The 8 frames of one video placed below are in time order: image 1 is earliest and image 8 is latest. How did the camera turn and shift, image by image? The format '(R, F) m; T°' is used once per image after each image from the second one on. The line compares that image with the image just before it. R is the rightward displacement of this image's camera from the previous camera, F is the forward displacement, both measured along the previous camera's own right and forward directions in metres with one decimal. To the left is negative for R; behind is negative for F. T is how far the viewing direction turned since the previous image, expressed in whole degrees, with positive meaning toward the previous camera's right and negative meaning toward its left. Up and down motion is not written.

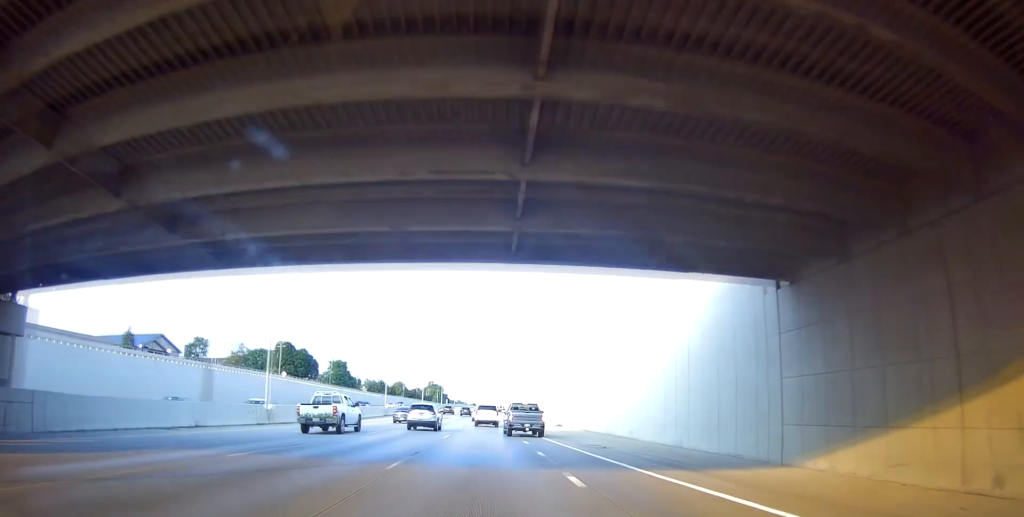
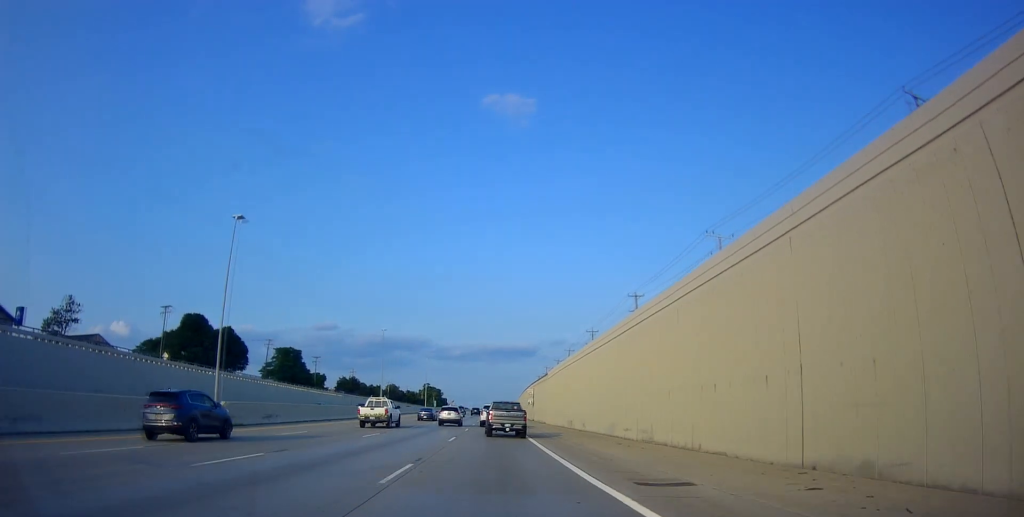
(-0.9, +61.6) m; -1°
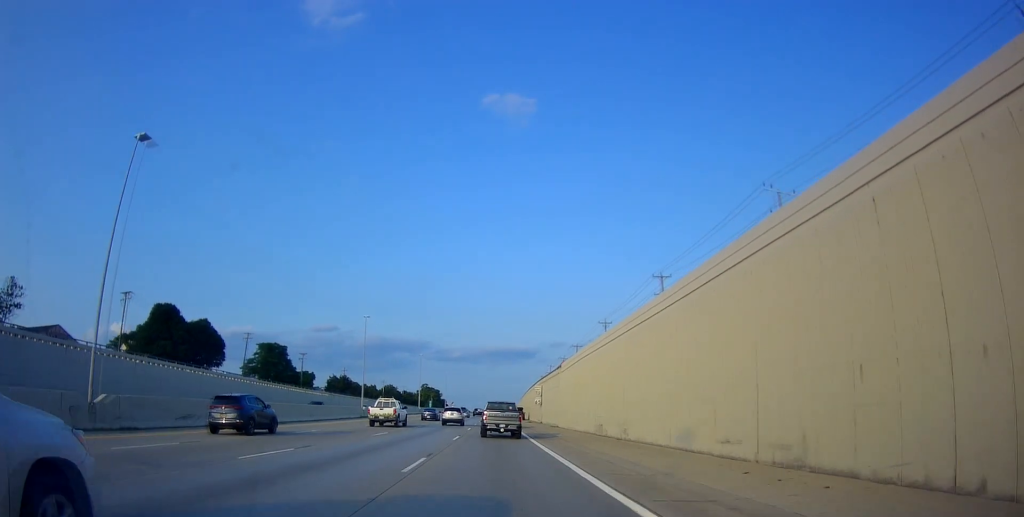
(0.0, +12.7) m; +1°
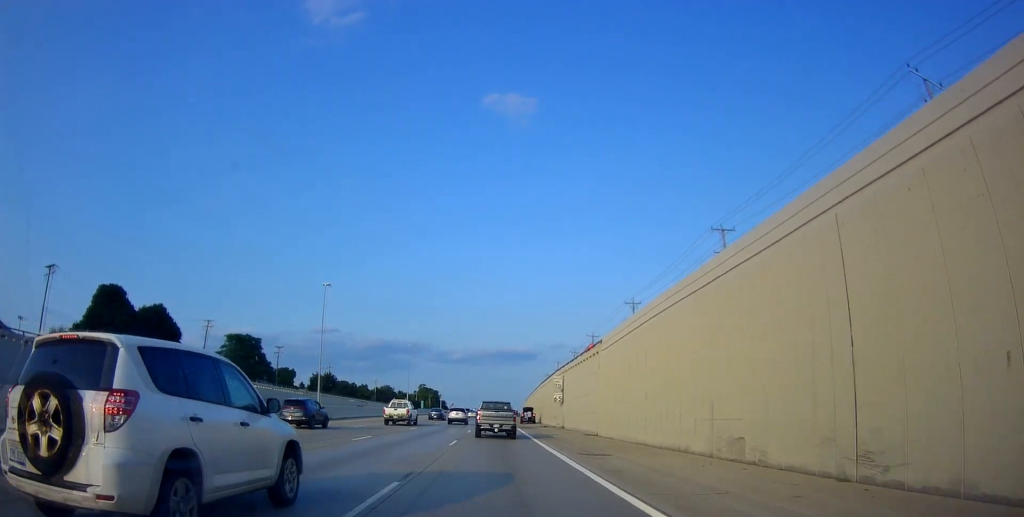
(+0.2, +20.0) m; +1°
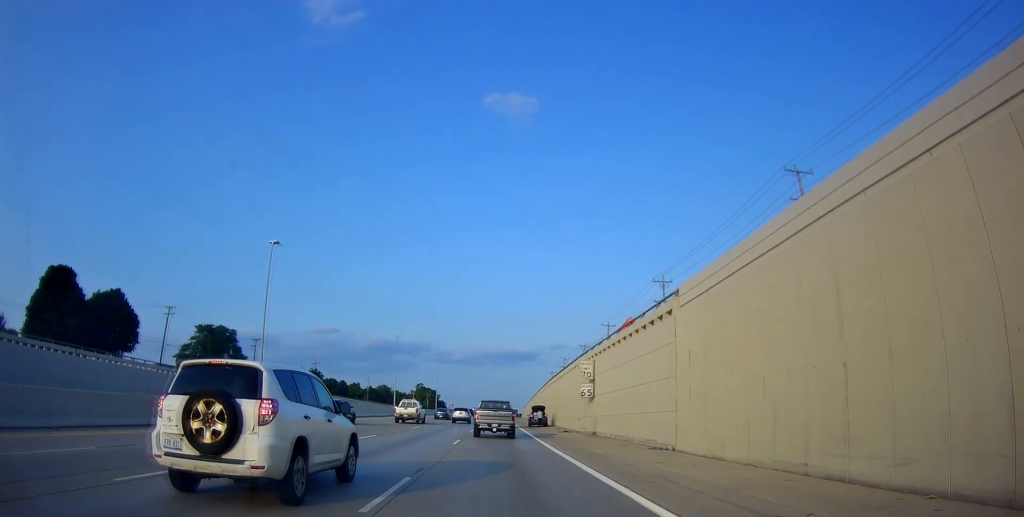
(+0.1, +15.2) m; 0°
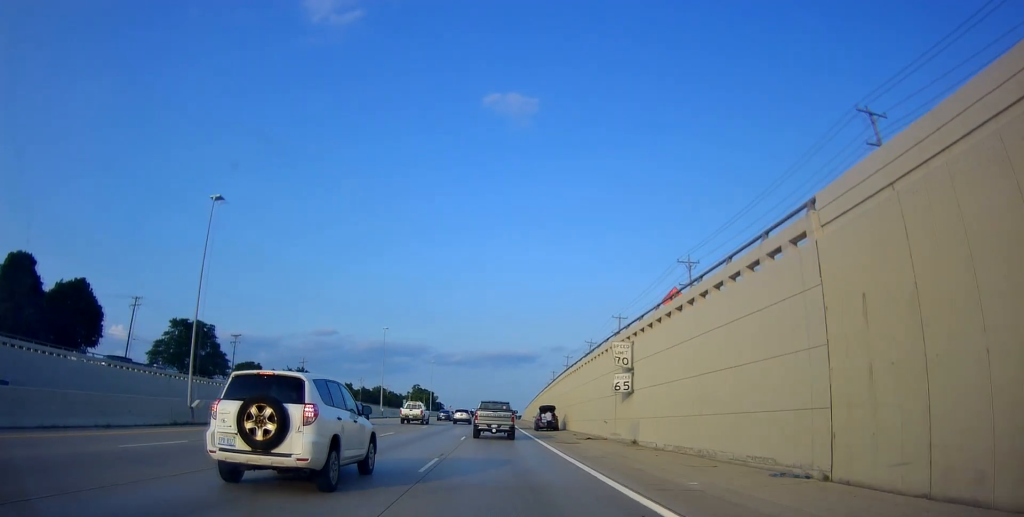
(0.0, +10.4) m; -1°
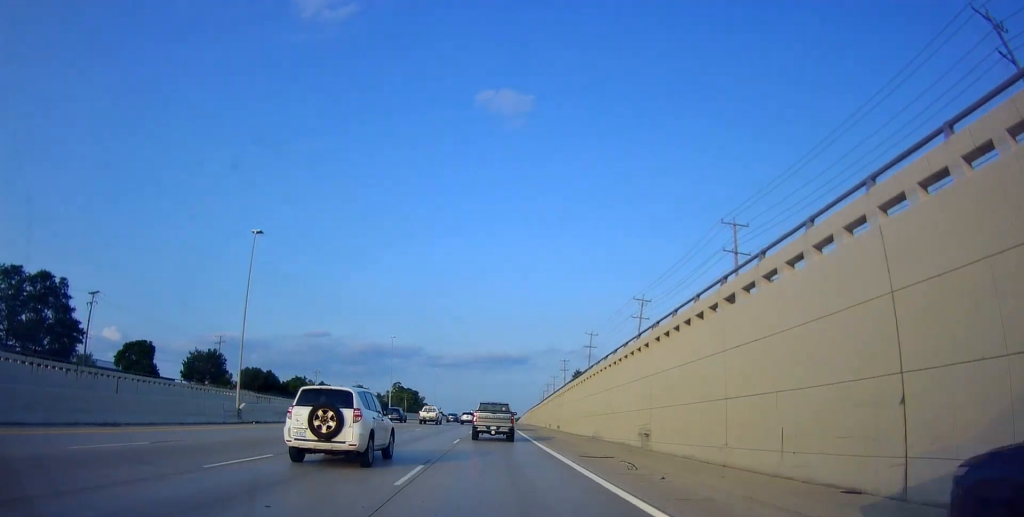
(-0.5, +47.9) m; -1°
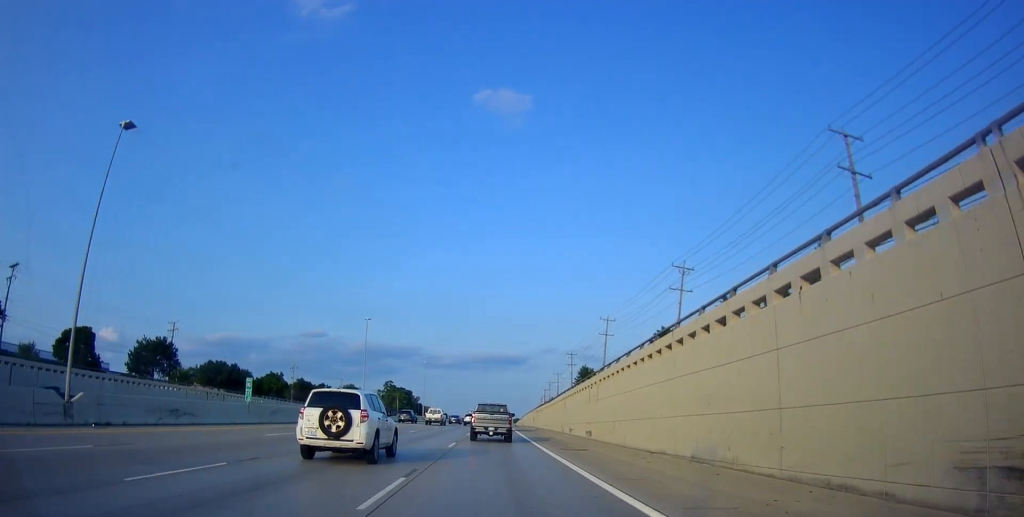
(0.0, +17.8) m; 0°
